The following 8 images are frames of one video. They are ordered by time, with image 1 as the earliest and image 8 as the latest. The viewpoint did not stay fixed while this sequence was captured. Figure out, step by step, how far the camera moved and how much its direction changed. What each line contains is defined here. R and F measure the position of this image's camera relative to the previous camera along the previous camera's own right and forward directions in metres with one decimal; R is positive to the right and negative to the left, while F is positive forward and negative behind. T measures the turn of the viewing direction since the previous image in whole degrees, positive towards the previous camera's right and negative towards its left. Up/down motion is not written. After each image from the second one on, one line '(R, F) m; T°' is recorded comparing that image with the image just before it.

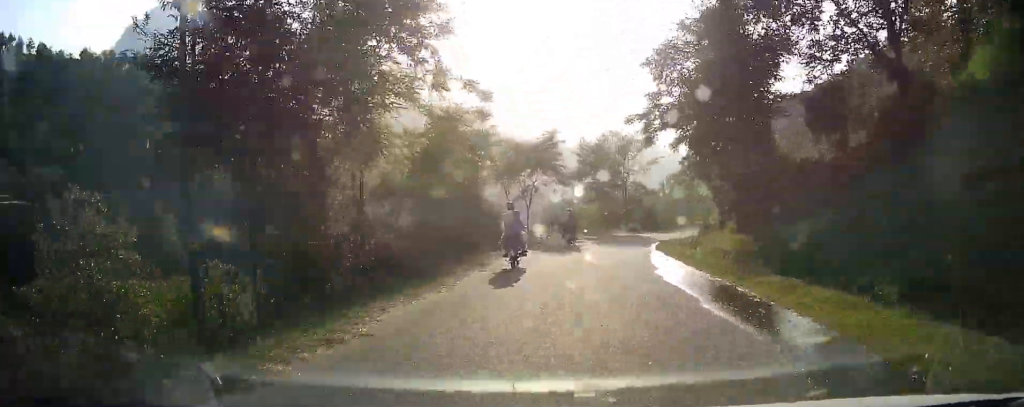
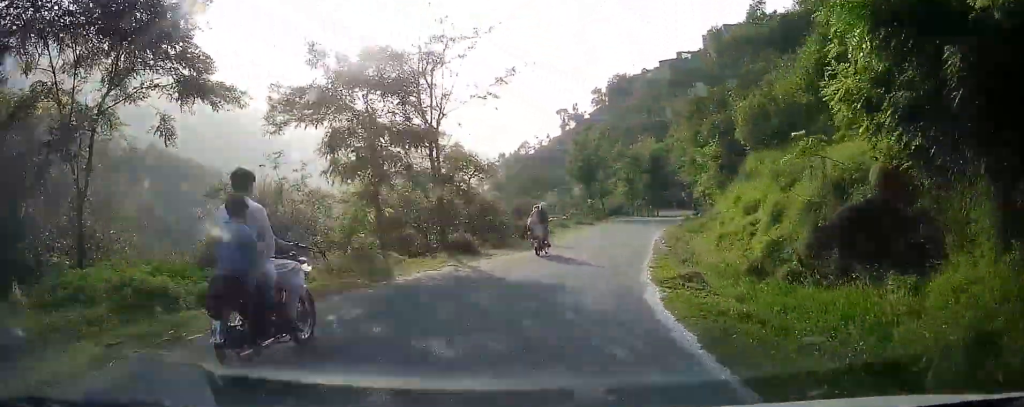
(+0.7, +31.8) m; +11°
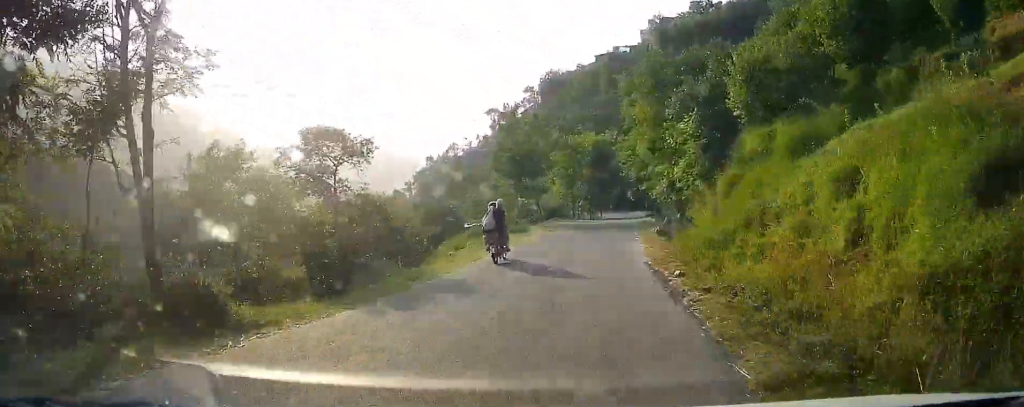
(+1.2, +12.1) m; +9°
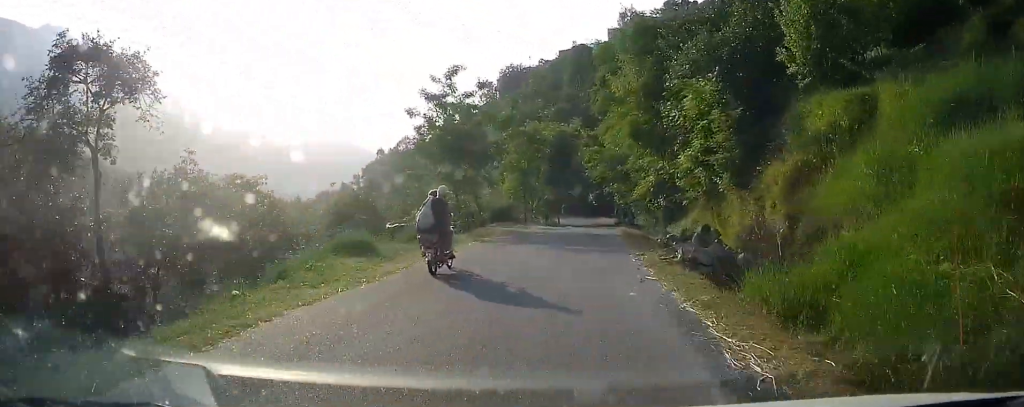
(+1.0, +10.3) m; +7°
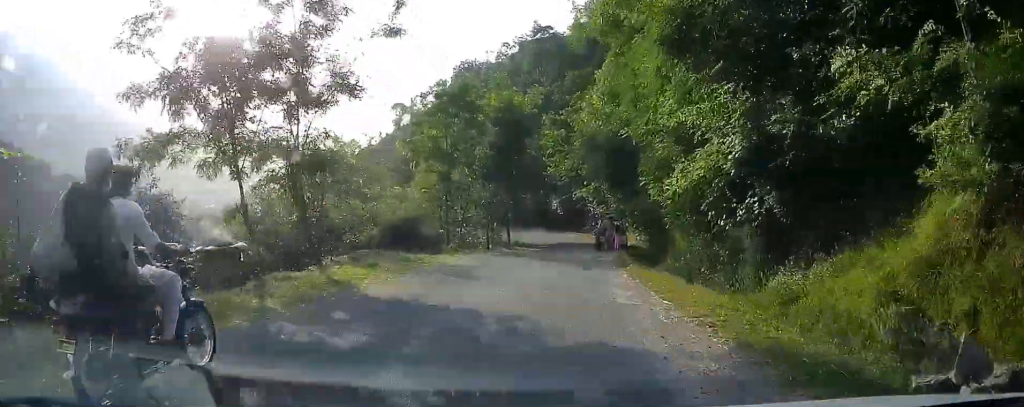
(+0.4, +18.3) m; +2°
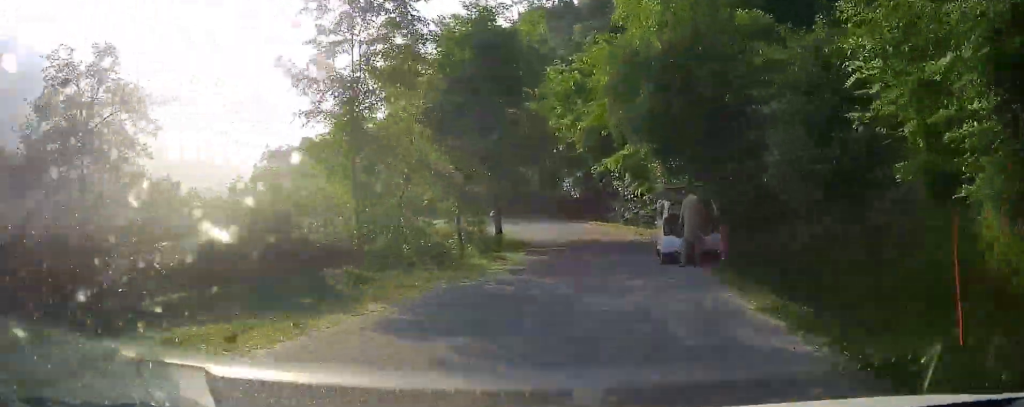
(+0.3, +15.0) m; 0°
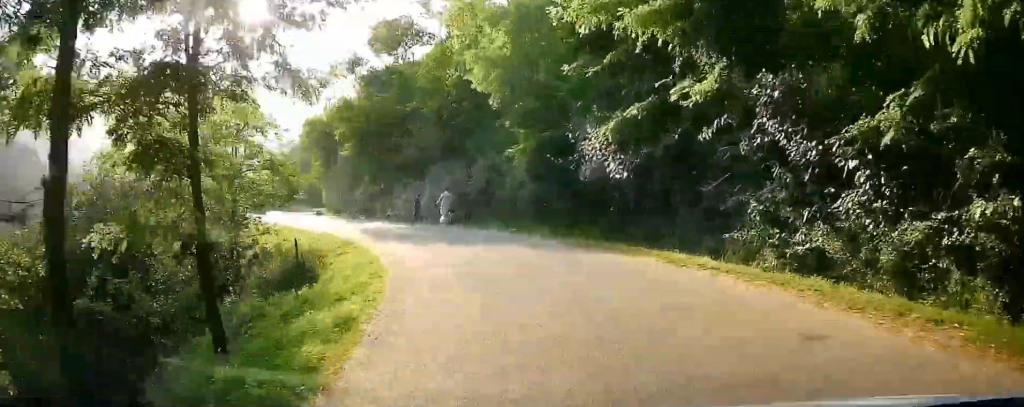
(-0.2, +26.7) m; -3°
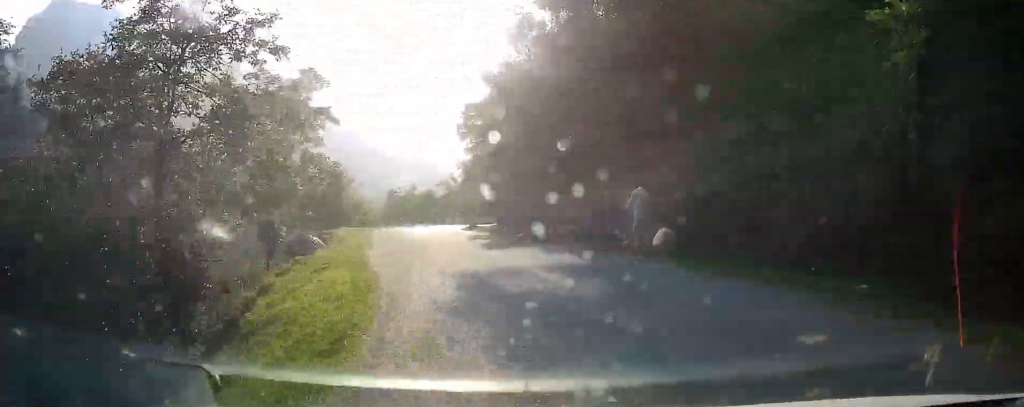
(+0.6, +14.6) m; -9°
